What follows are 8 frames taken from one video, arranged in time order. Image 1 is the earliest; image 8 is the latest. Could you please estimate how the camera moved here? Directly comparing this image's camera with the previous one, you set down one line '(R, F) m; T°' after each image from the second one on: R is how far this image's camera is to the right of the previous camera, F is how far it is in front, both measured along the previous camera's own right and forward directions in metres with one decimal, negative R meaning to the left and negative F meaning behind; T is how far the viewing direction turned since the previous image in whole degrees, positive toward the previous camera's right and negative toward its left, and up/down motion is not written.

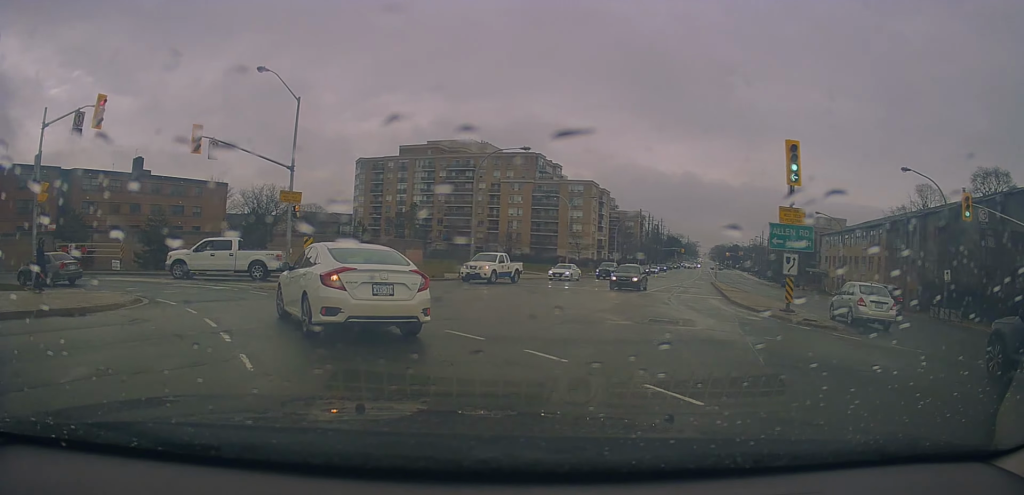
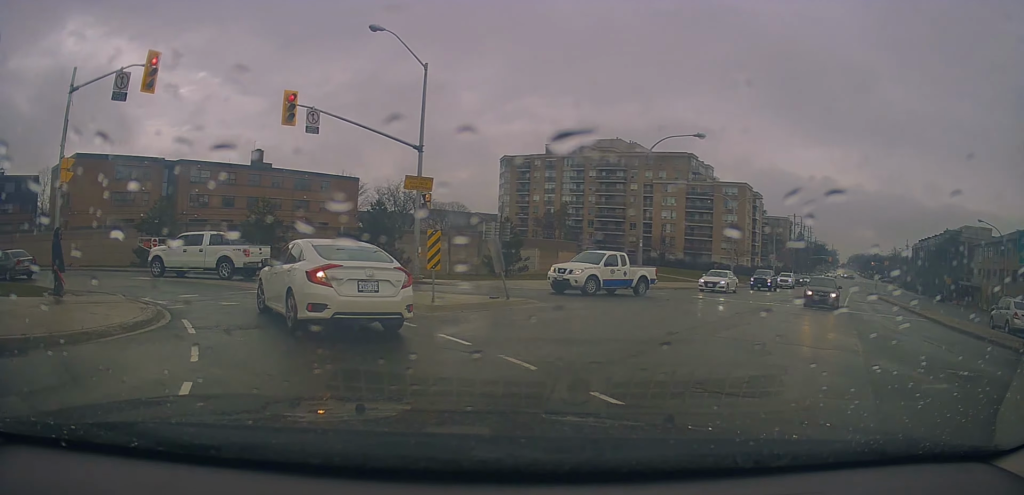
(-1.0, +5.9) m; -14°
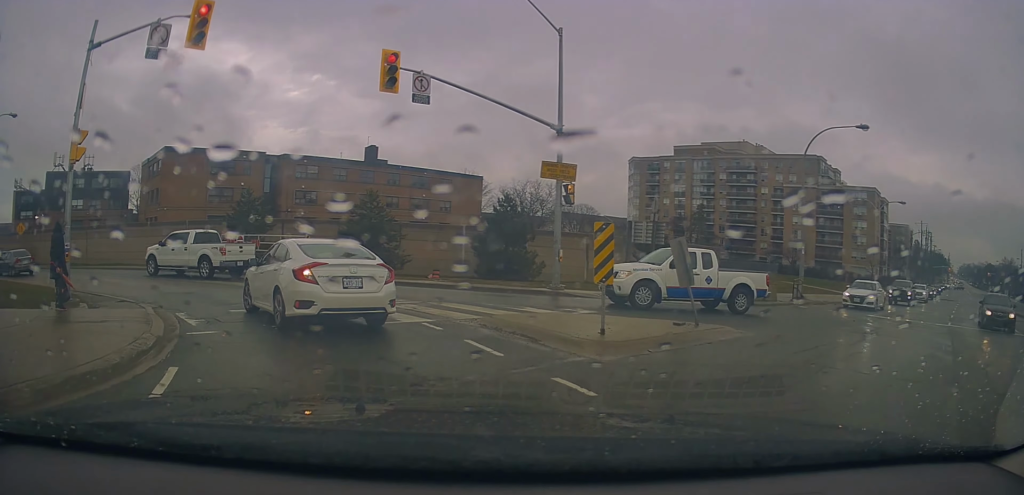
(-0.3, +4.7) m; -11°
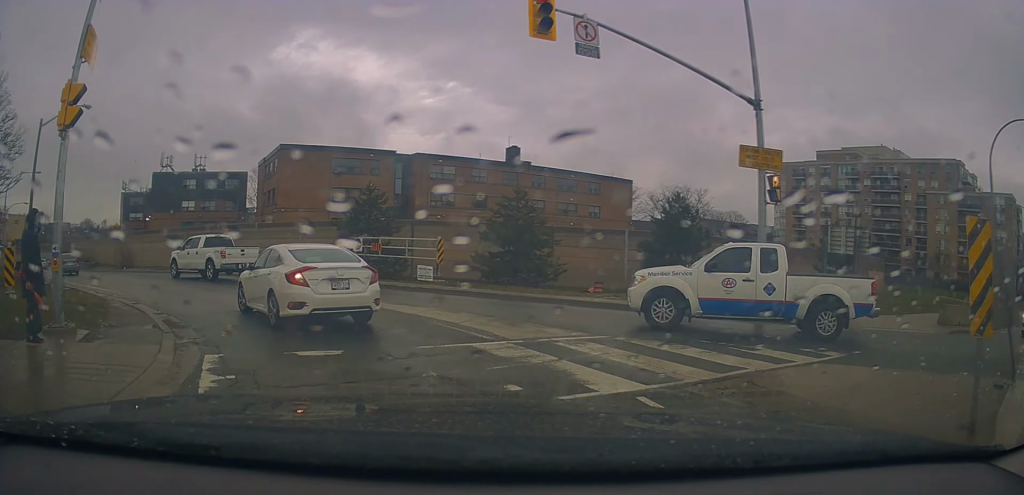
(-0.5, +5.0) m; -14°
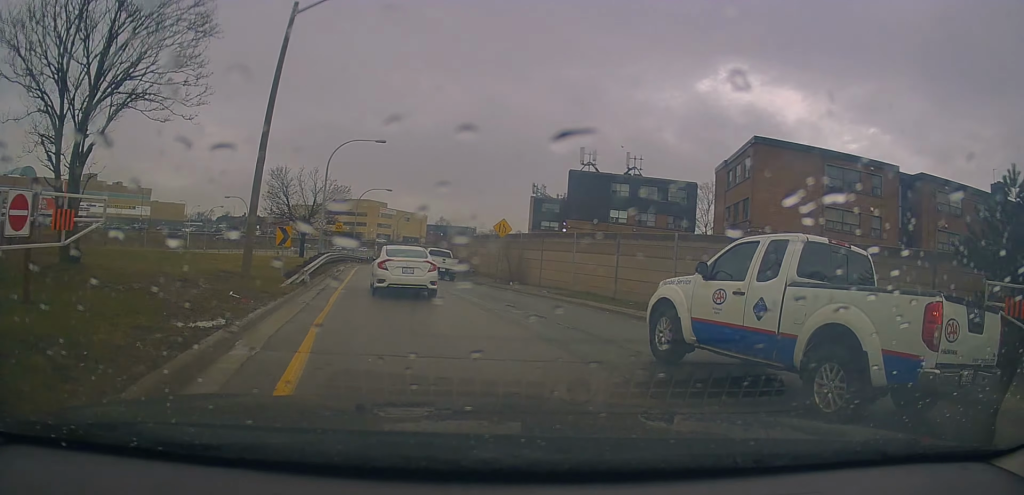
(-7.0, +15.2) m; -42°
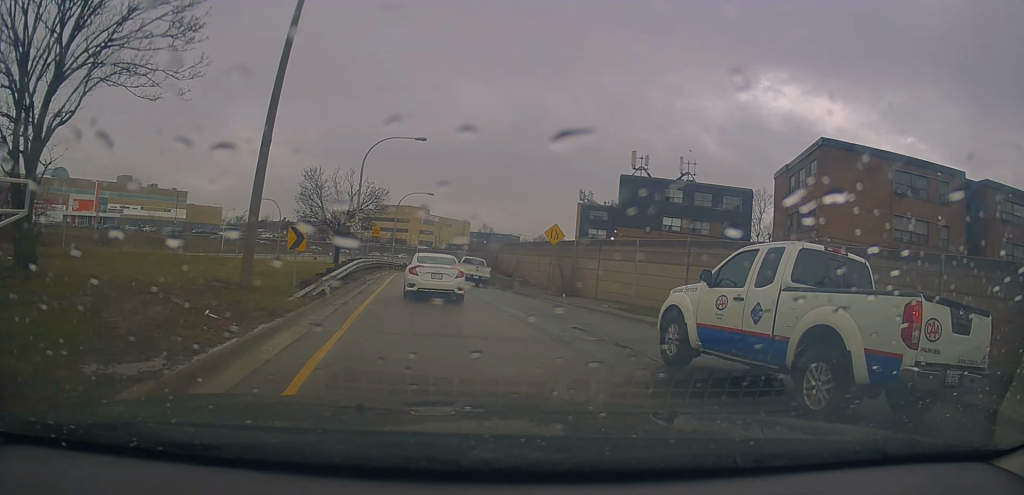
(-0.1, +3.1) m; -4°
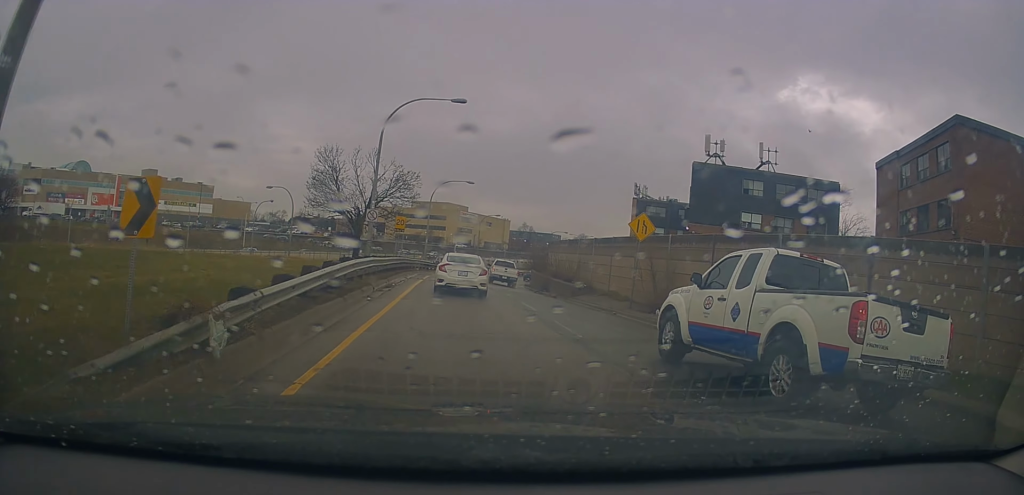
(-0.6, +8.5) m; -6°
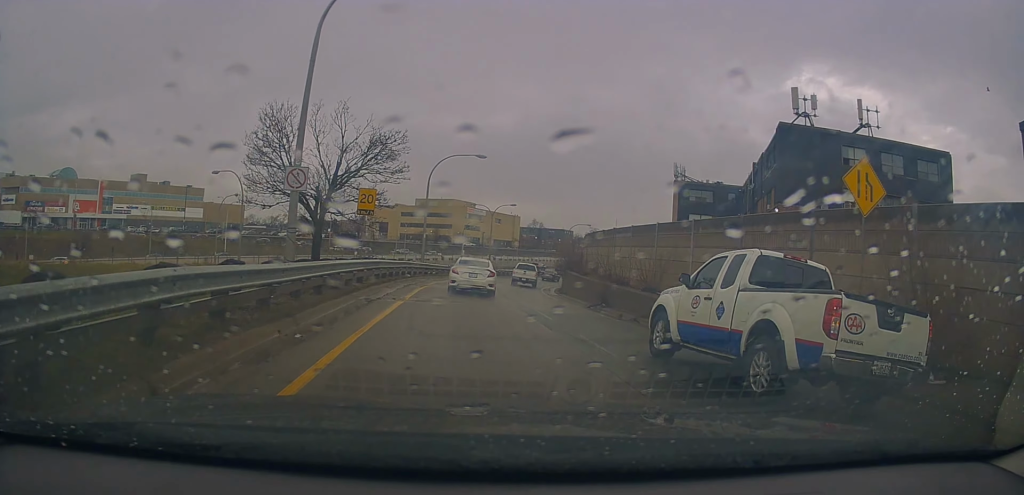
(-0.8, +13.0) m; -4°
